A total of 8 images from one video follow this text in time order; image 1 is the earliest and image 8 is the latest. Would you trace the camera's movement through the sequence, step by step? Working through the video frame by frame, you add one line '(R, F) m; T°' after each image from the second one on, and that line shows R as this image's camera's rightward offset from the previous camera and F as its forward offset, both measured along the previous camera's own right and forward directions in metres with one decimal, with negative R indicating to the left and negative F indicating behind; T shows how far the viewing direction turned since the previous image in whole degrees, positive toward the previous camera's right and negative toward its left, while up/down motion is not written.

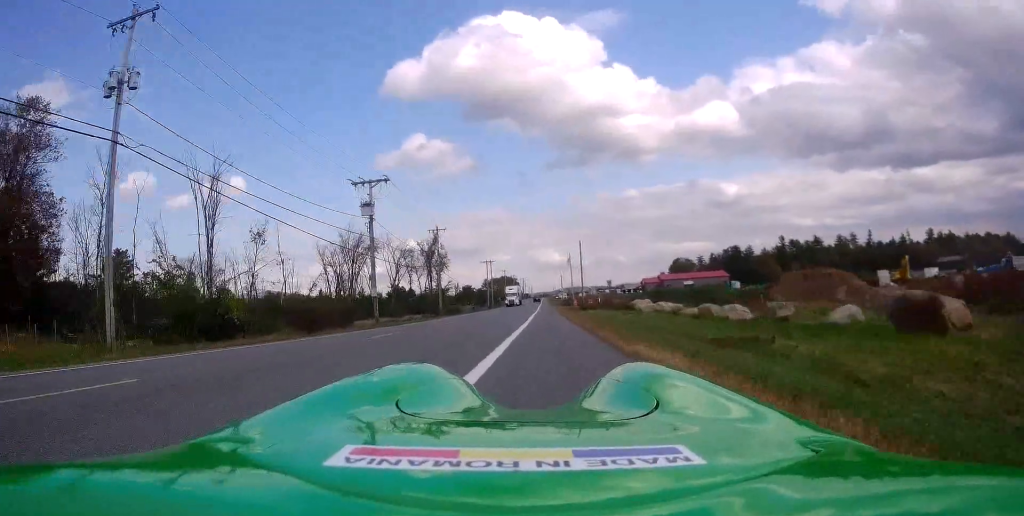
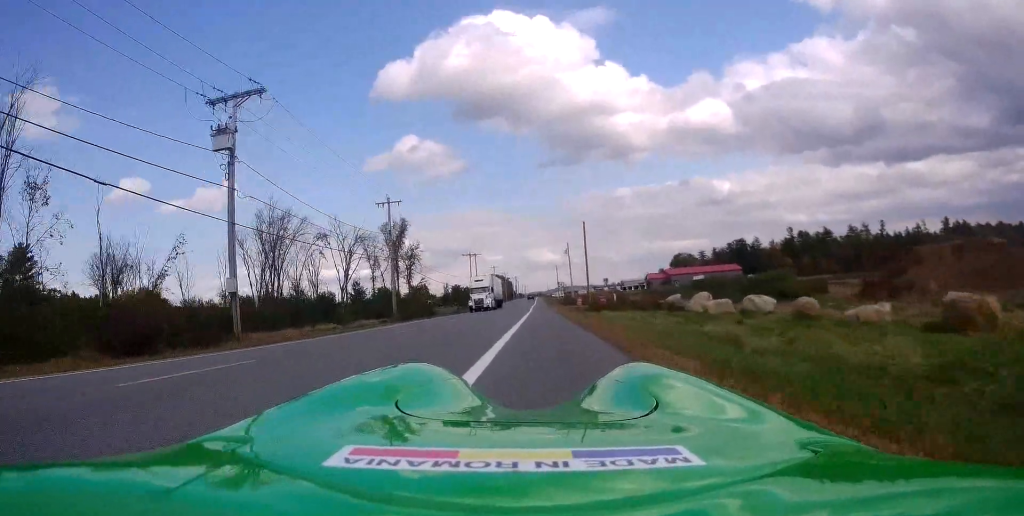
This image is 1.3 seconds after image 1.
(+0.1, +21.1) m; +1°
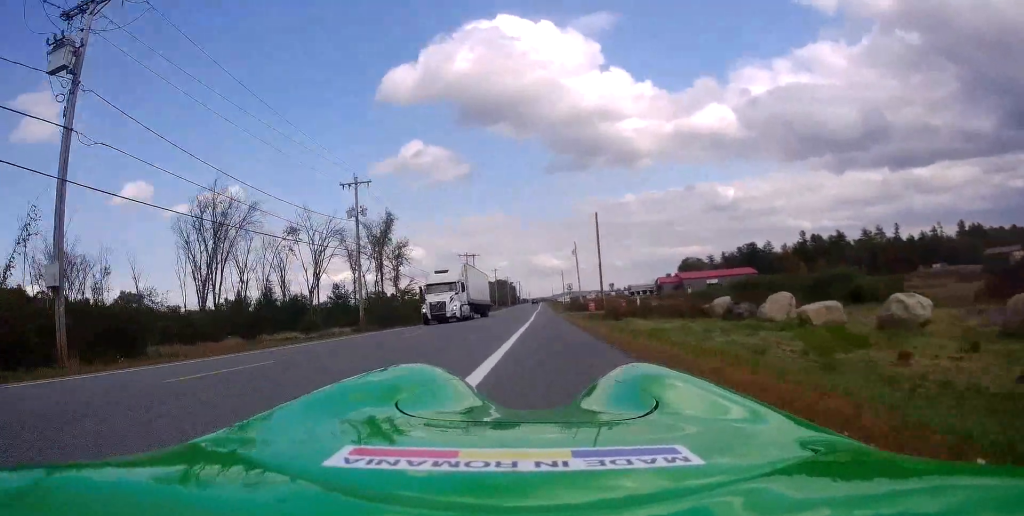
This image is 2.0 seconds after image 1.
(+0.2, +11.2) m; +1°
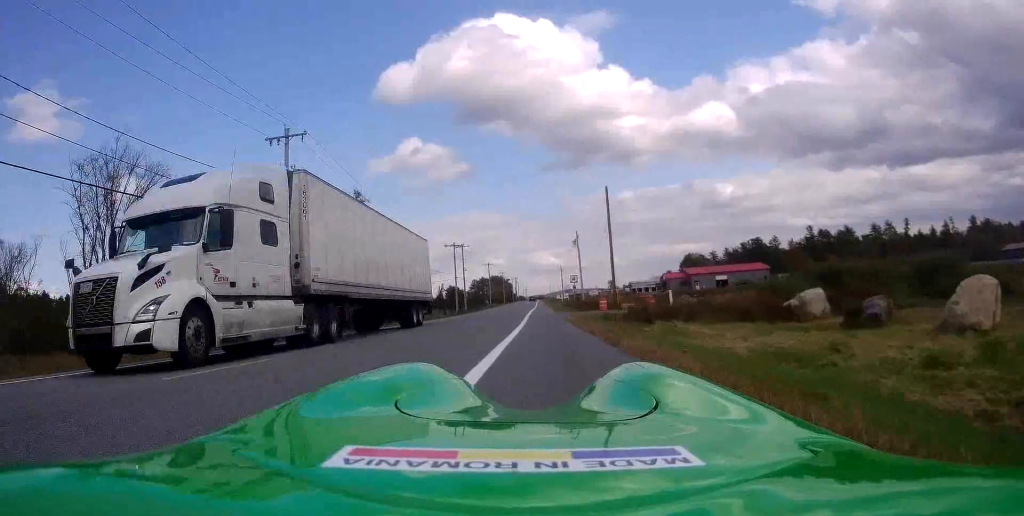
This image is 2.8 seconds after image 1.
(0.0, +11.9) m; -1°
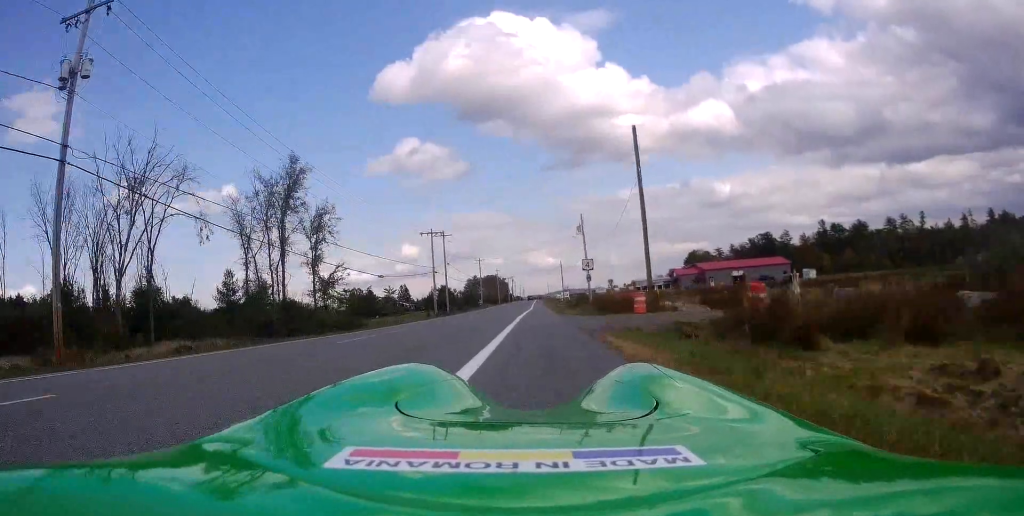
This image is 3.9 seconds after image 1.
(-0.3, +17.2) m; -1°
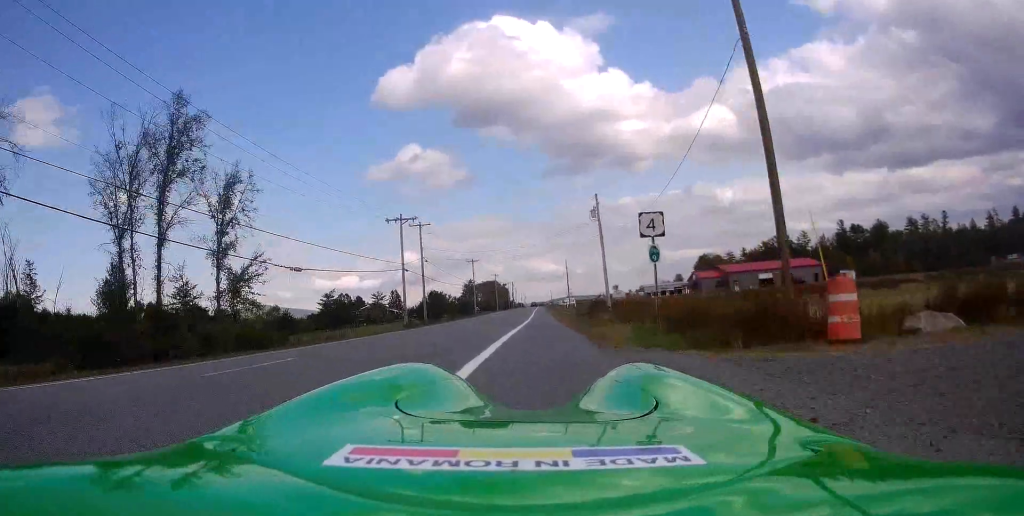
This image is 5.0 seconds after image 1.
(-0.1, +17.8) m; +1°
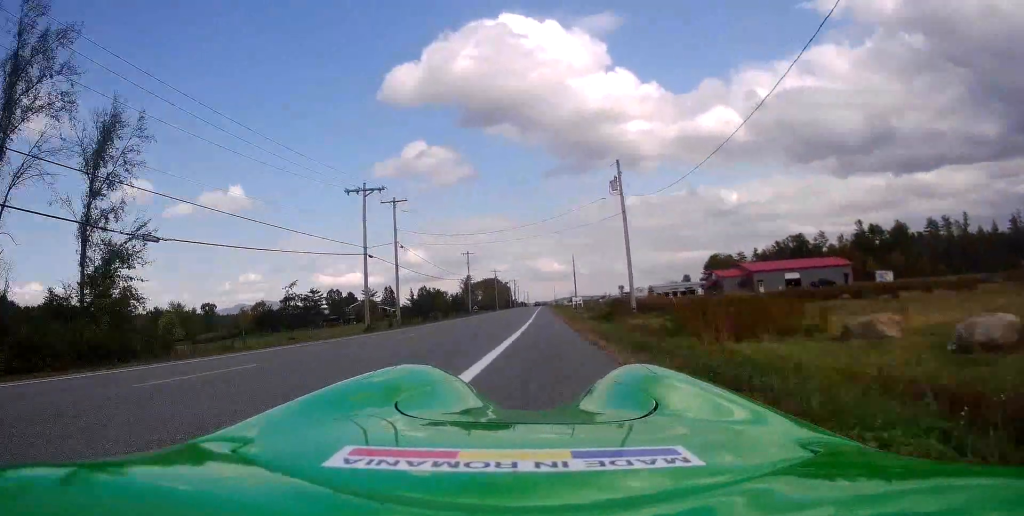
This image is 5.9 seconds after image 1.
(+0.2, +13.9) m; 0°
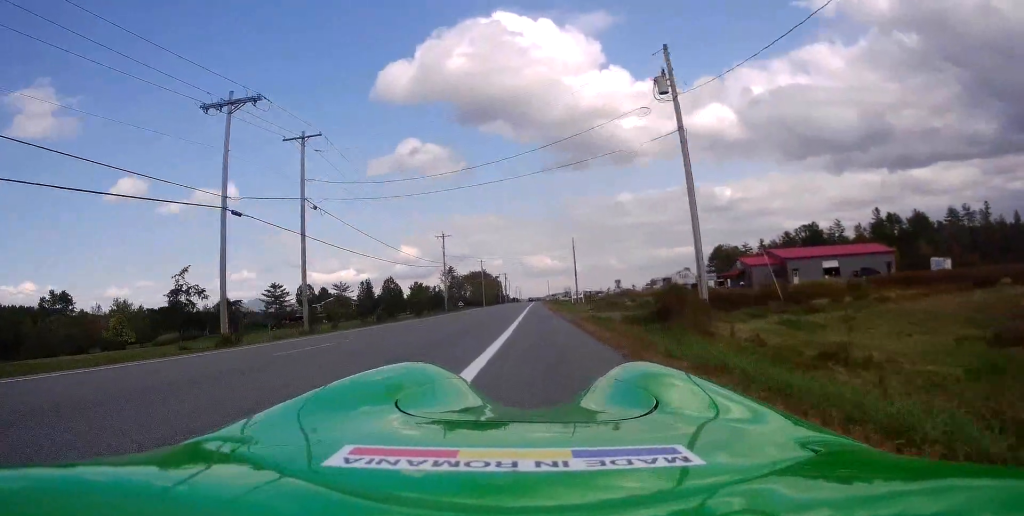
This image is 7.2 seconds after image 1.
(-0.3, +20.3) m; -1°
